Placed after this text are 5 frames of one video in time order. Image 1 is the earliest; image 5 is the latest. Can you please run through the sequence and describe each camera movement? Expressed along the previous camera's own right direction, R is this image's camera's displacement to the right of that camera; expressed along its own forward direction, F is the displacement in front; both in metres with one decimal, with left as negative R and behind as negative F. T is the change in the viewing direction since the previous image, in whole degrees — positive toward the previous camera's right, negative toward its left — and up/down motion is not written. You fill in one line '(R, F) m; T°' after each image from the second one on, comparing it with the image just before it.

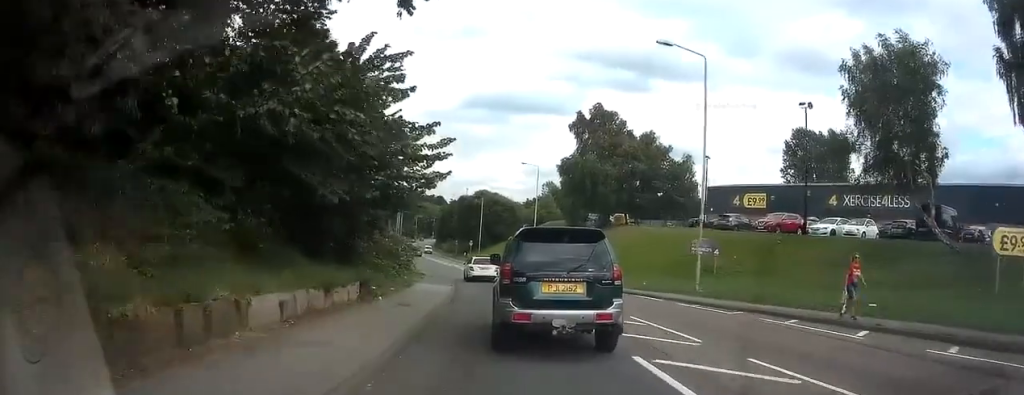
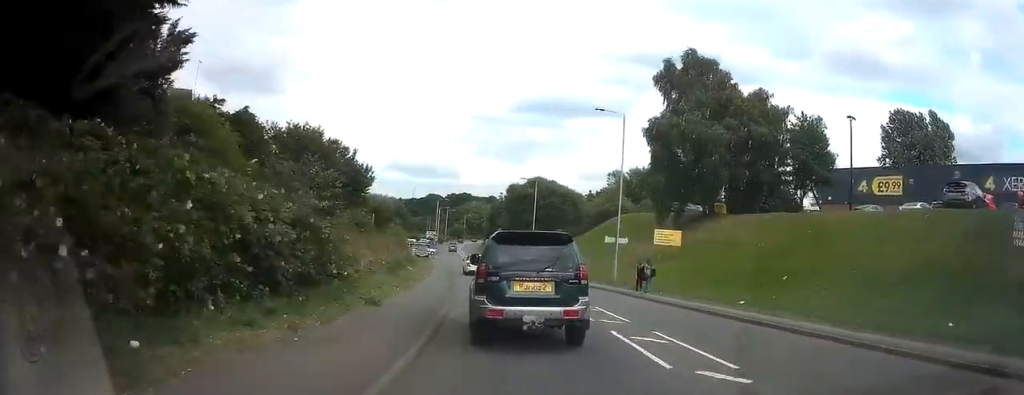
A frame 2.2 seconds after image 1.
(-1.7, +22.5) m; -5°
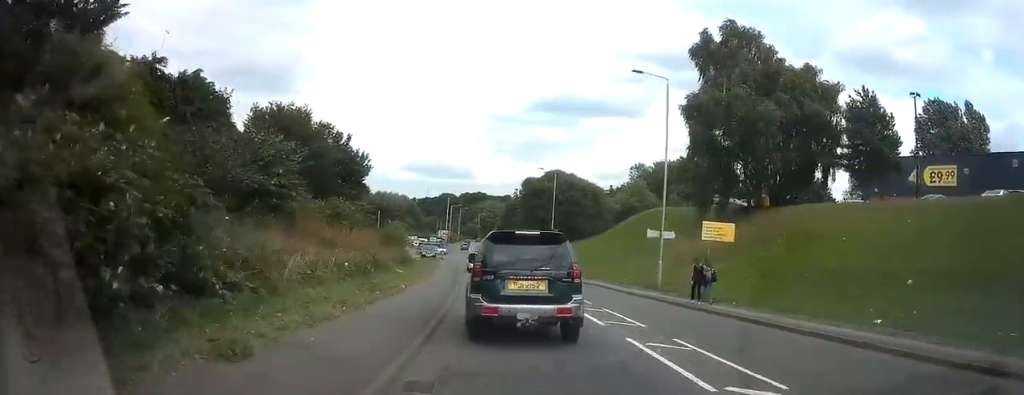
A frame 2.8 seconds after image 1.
(0.0, +6.8) m; -3°
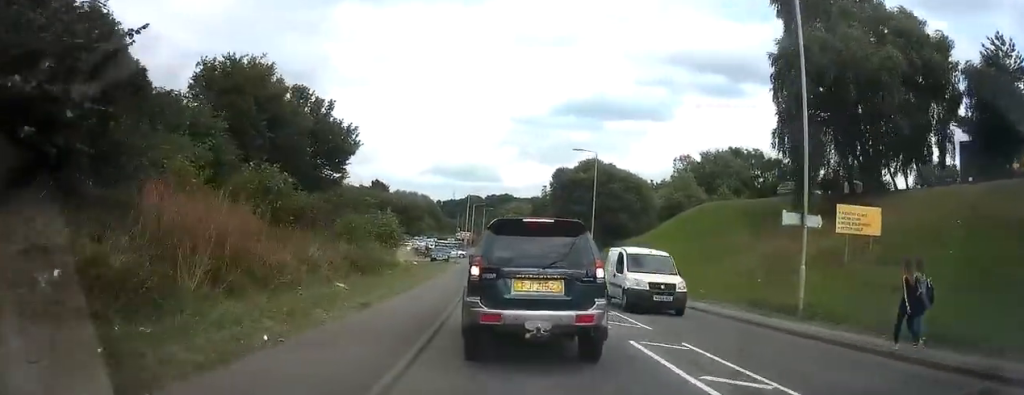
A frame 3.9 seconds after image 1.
(-0.7, +10.7) m; -6°
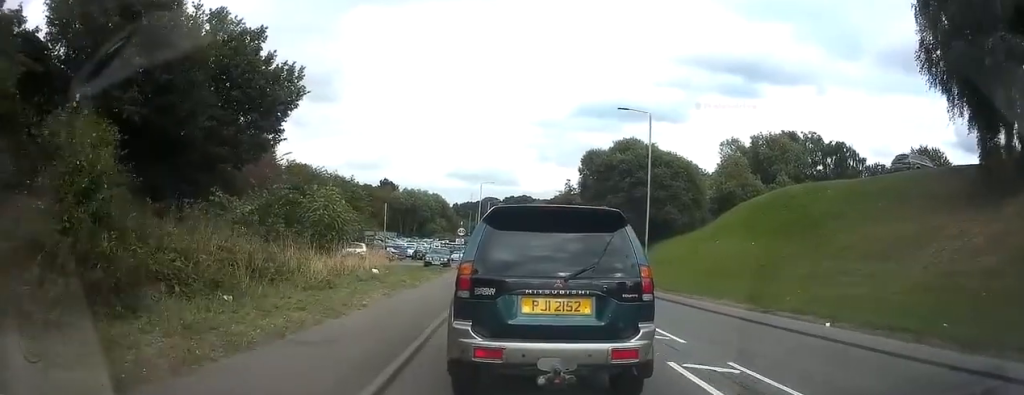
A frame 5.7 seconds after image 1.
(-0.7, +15.2) m; -4°
